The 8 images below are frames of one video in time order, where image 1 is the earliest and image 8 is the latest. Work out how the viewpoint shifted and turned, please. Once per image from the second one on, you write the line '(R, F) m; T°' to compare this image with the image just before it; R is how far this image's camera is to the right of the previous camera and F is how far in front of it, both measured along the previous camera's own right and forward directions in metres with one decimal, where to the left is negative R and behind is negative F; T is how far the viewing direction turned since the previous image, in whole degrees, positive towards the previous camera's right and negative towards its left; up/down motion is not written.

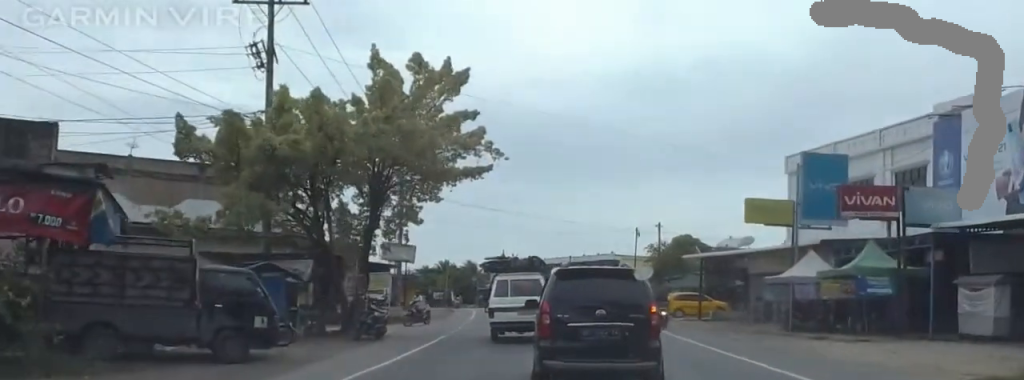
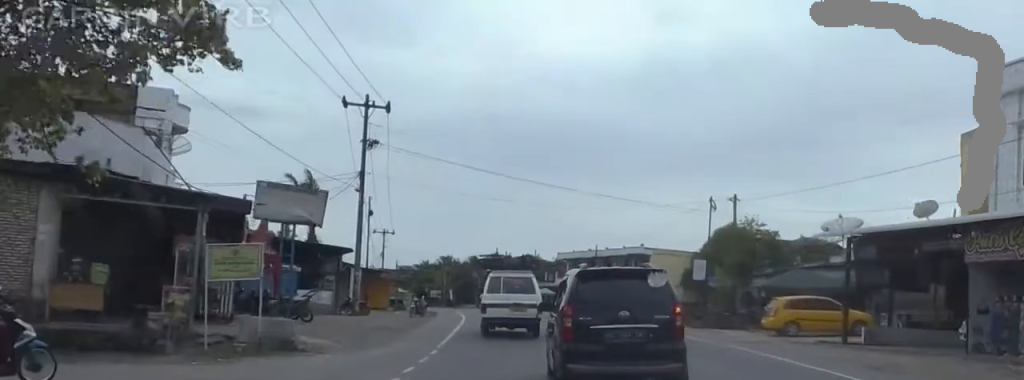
(0.0, +20.3) m; 0°
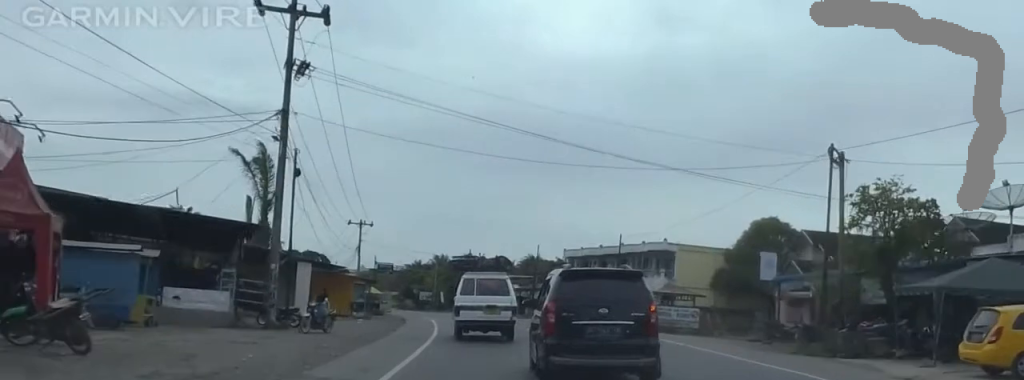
(0.0, +15.5) m; 0°
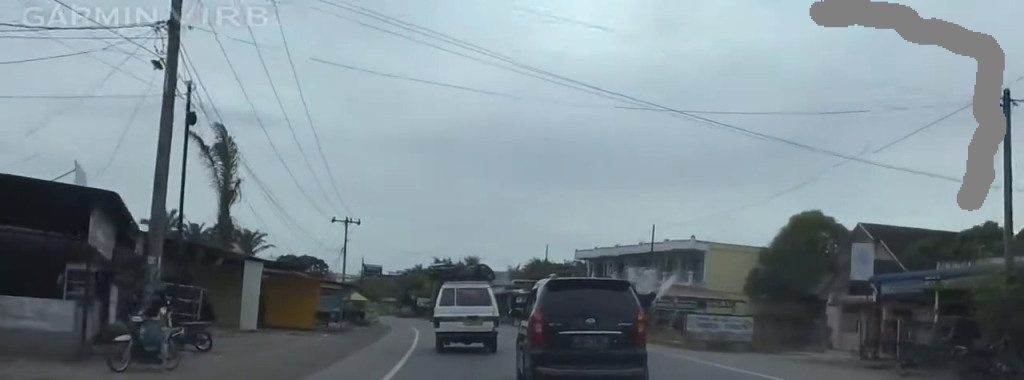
(0.0, +10.2) m; 0°
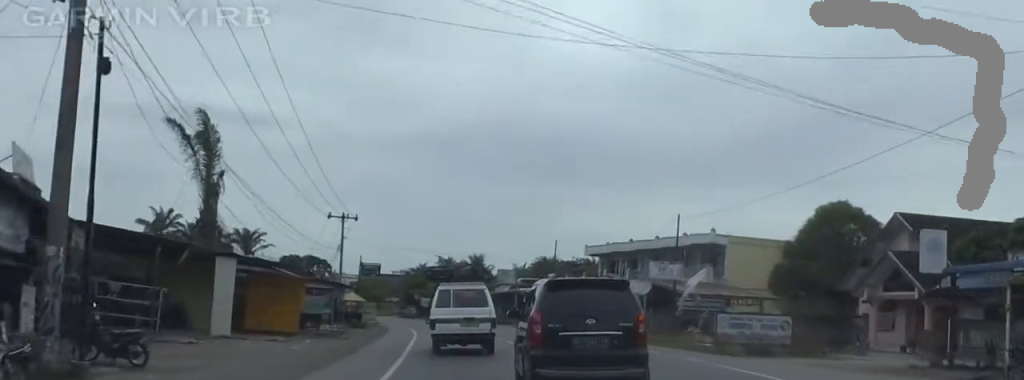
(0.0, +4.5) m; 0°
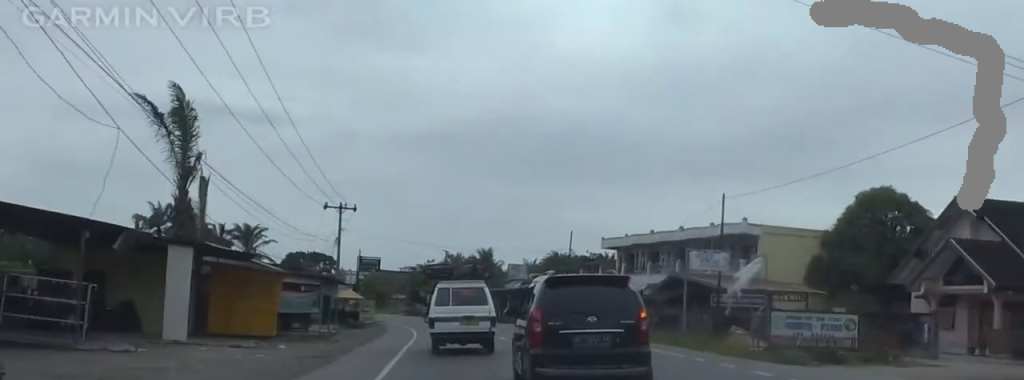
(0.0, +5.8) m; 0°
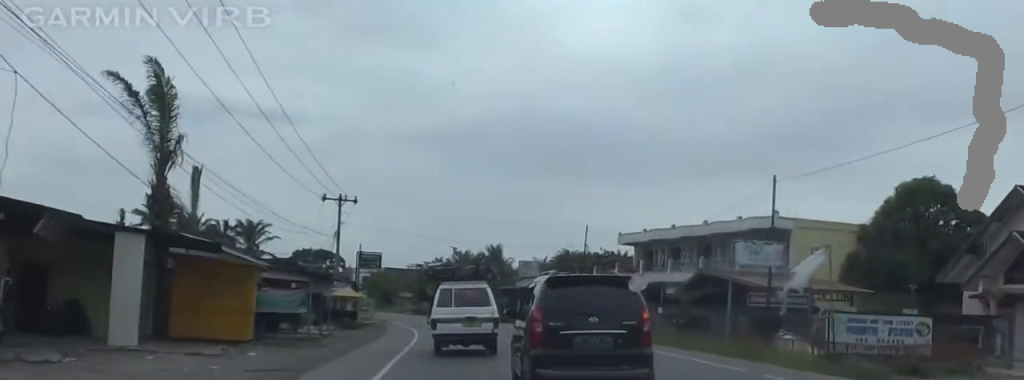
(0.0, +4.6) m; -1°
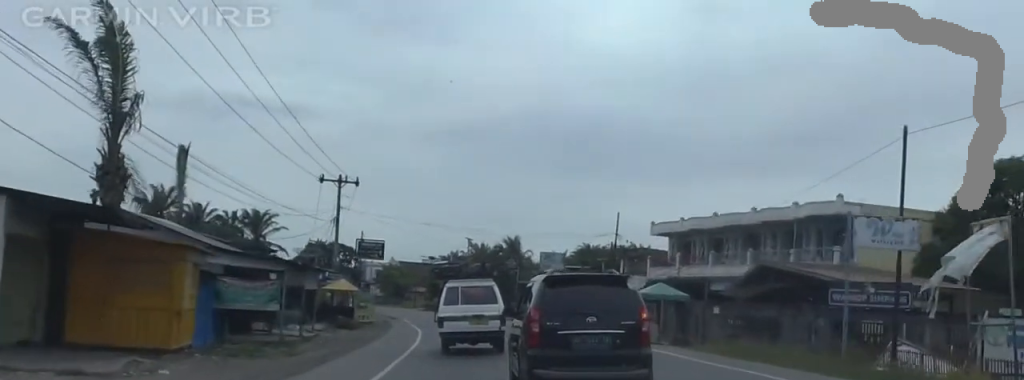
(-0.1, +7.6) m; -1°
